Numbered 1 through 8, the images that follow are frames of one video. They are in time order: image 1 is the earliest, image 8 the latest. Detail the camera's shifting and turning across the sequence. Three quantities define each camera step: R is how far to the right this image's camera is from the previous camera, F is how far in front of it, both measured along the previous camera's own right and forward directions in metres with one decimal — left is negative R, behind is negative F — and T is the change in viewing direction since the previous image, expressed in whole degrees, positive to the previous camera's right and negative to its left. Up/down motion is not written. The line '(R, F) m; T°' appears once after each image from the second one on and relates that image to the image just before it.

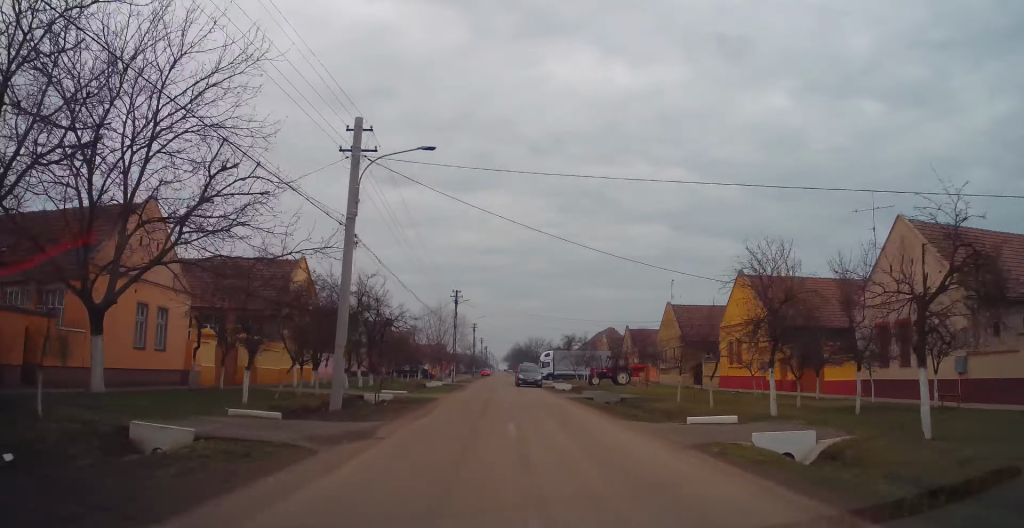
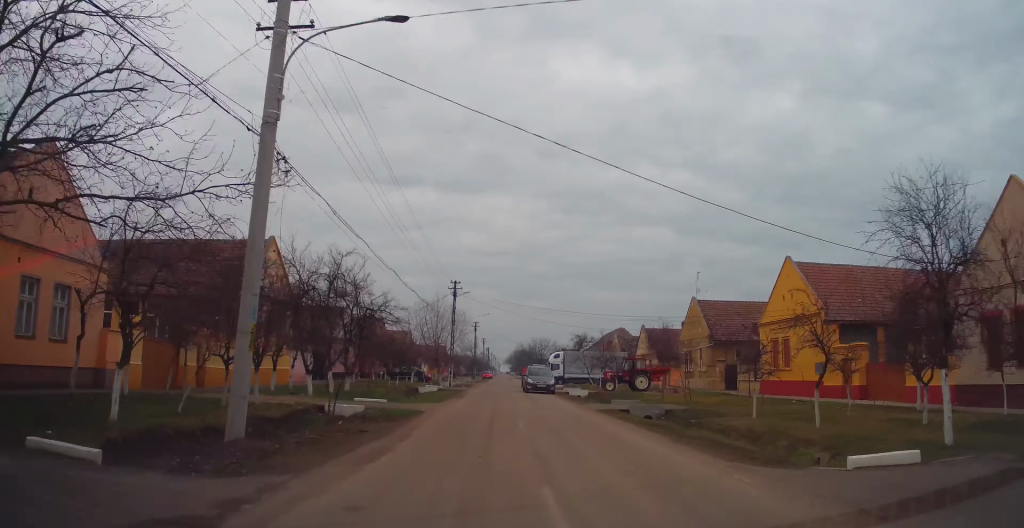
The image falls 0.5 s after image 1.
(0.0, +7.3) m; 0°
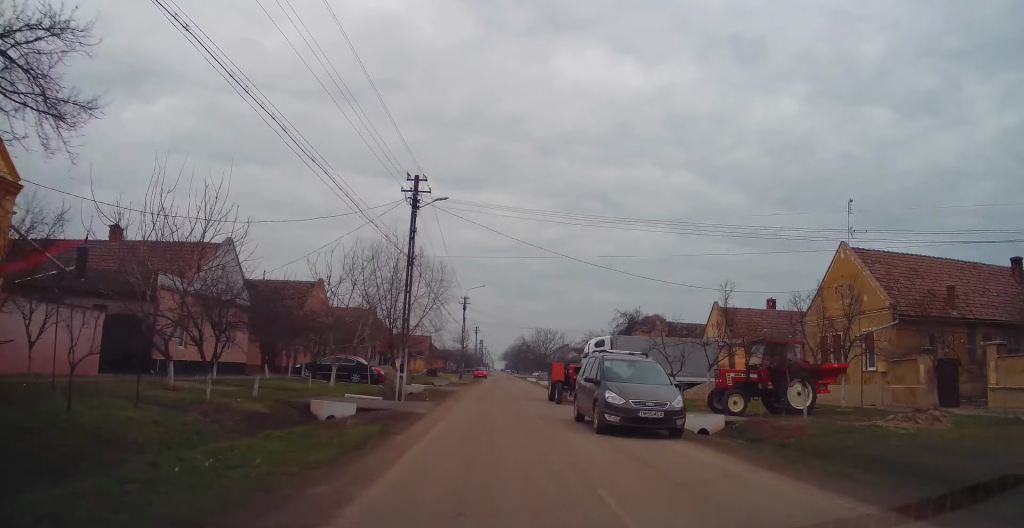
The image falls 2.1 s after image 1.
(0.0, +26.4) m; 0°
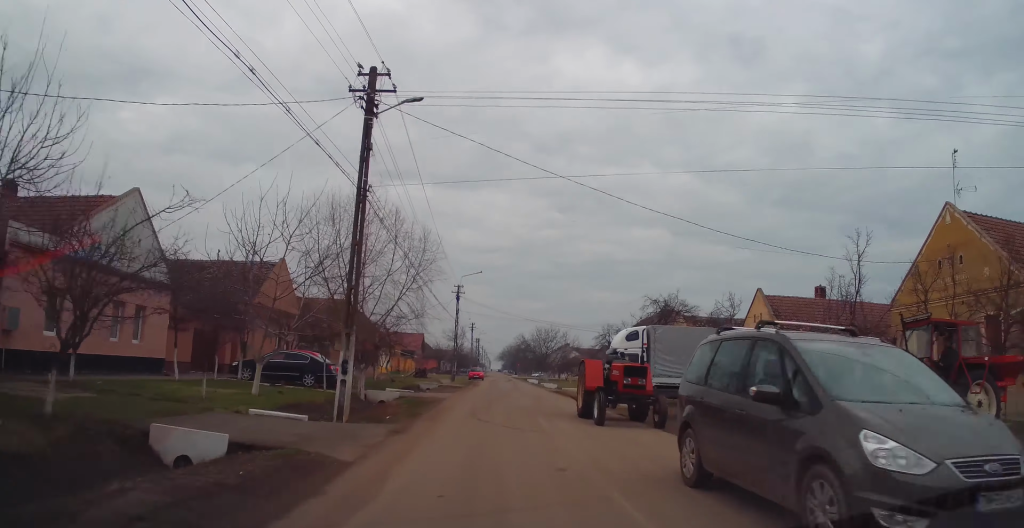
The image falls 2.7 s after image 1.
(0.0, +9.0) m; +1°
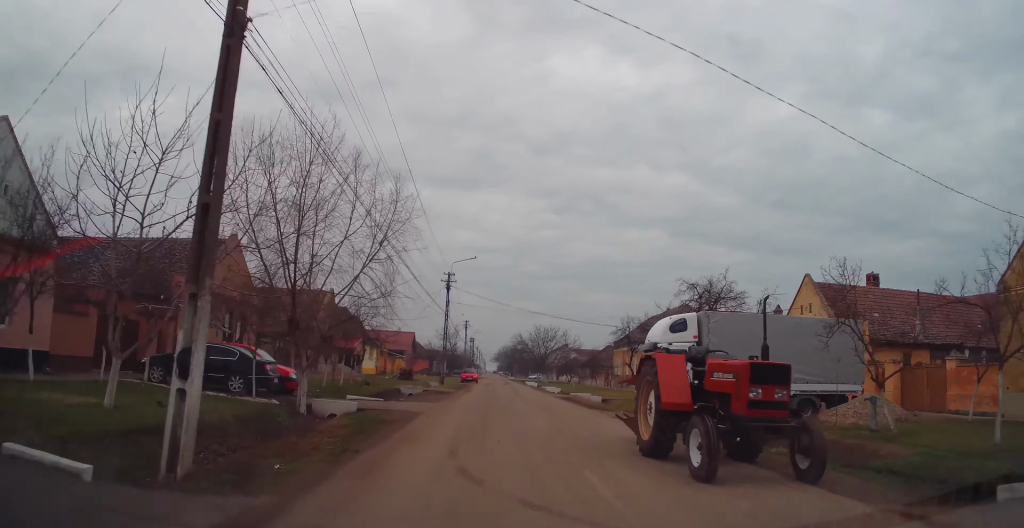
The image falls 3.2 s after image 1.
(-0.1, +7.5) m; +1°
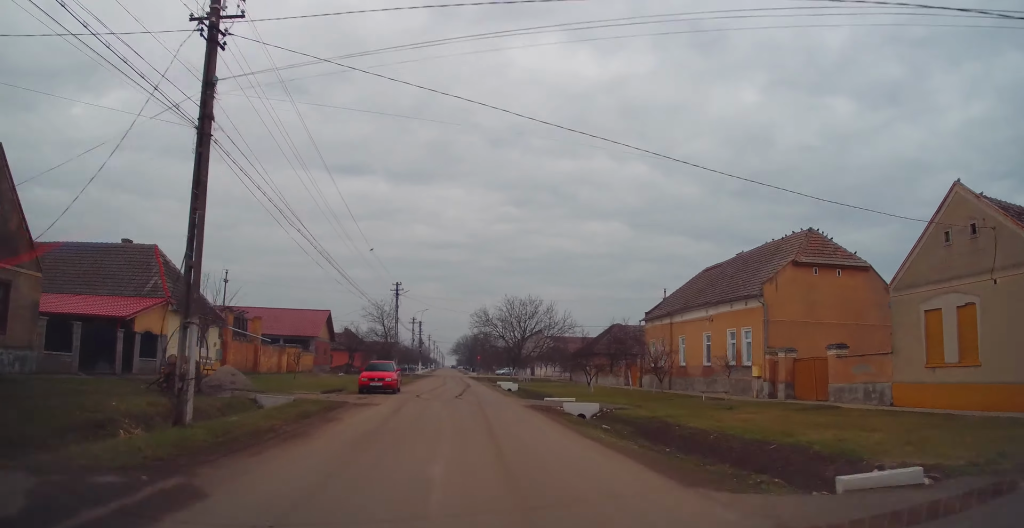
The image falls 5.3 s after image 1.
(+0.9, +35.1) m; +4°
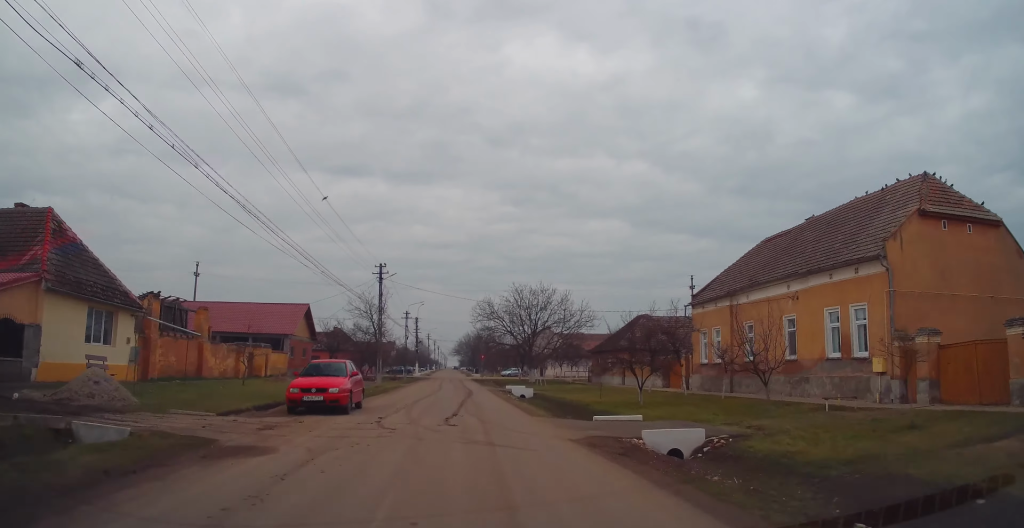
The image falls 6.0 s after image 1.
(+0.4, +10.6) m; 0°
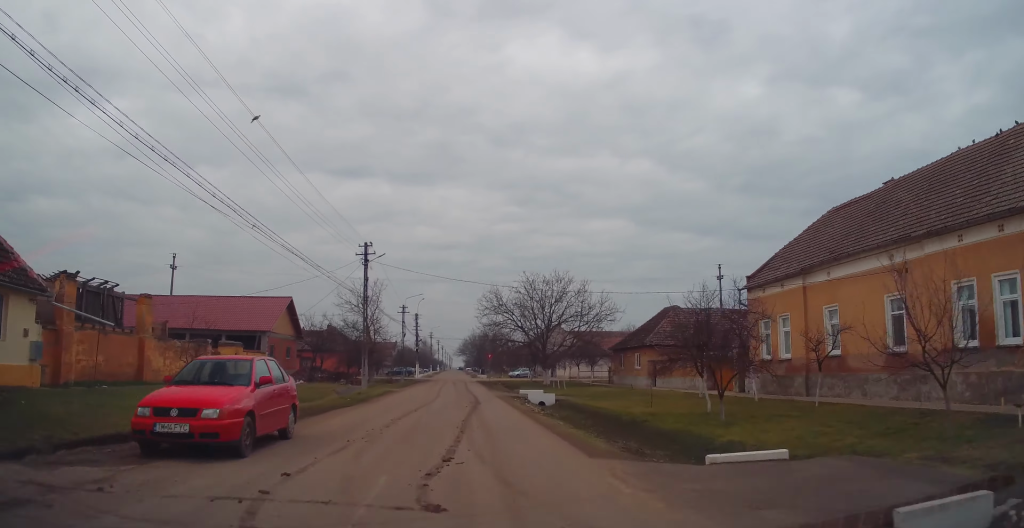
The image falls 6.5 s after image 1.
(+0.4, +7.9) m; -1°
